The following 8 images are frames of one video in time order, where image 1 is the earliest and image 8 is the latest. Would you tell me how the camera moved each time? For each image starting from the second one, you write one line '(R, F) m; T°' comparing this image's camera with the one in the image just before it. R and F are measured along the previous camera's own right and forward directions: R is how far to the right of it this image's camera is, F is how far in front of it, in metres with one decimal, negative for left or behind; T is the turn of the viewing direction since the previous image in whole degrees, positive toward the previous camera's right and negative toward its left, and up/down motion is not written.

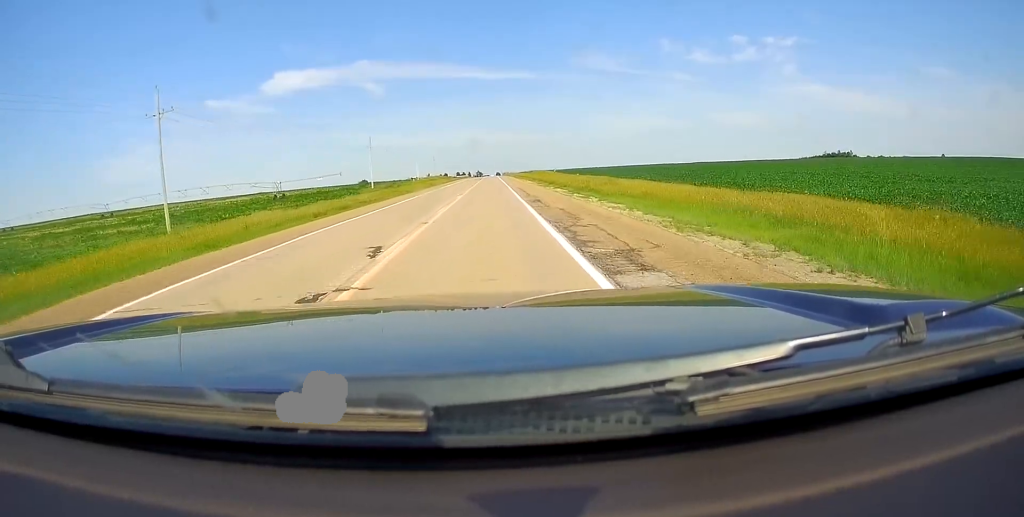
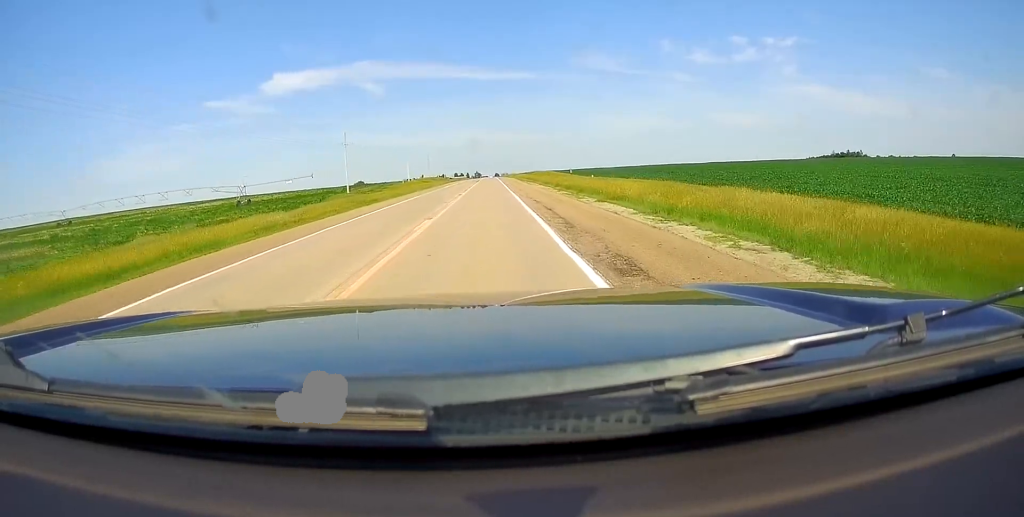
(0.0, +18.5) m; 0°
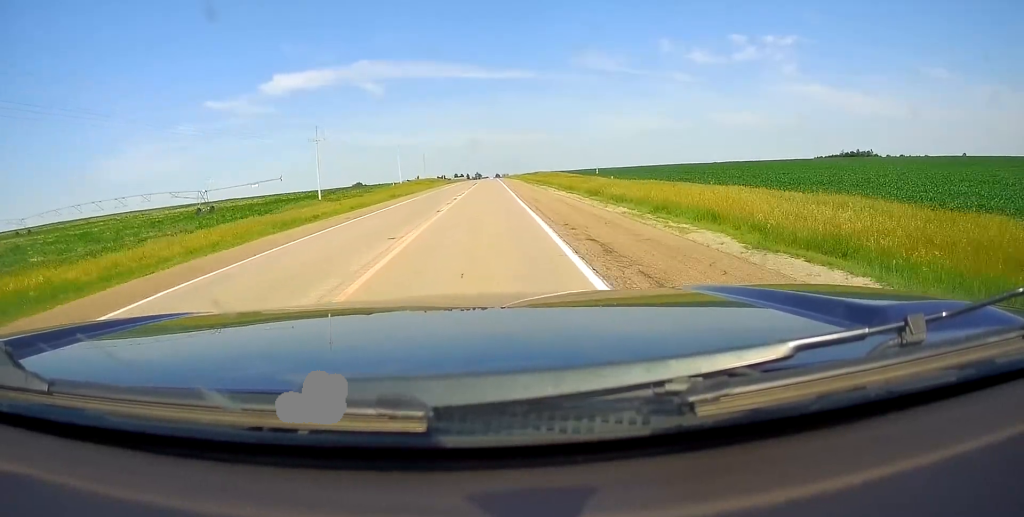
(0.0, +16.0) m; 0°
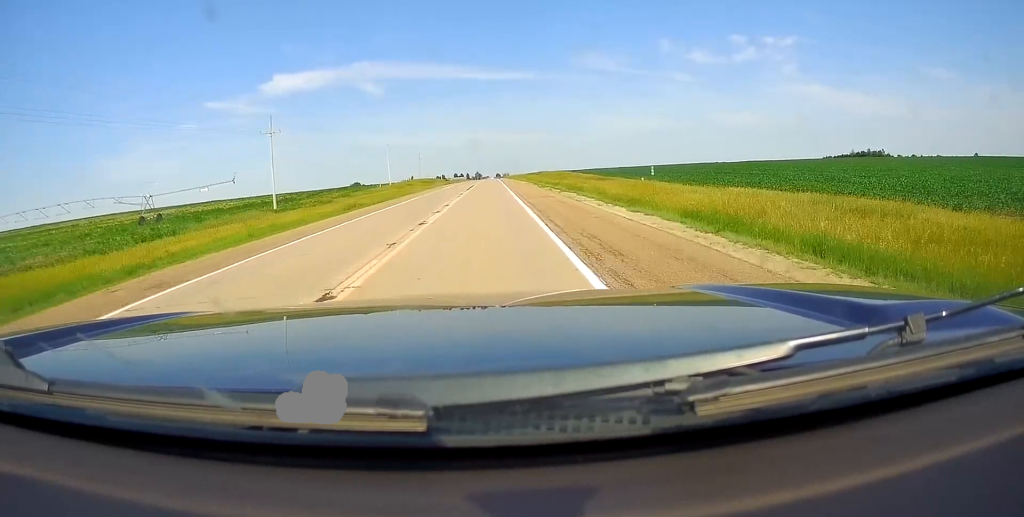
(0.0, +17.0) m; 0°
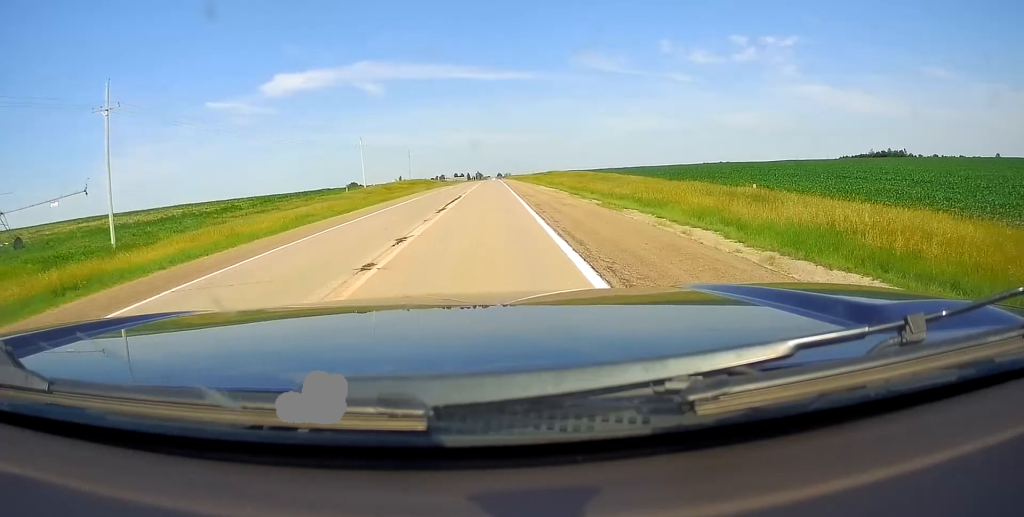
(0.0, +29.3) m; 0°
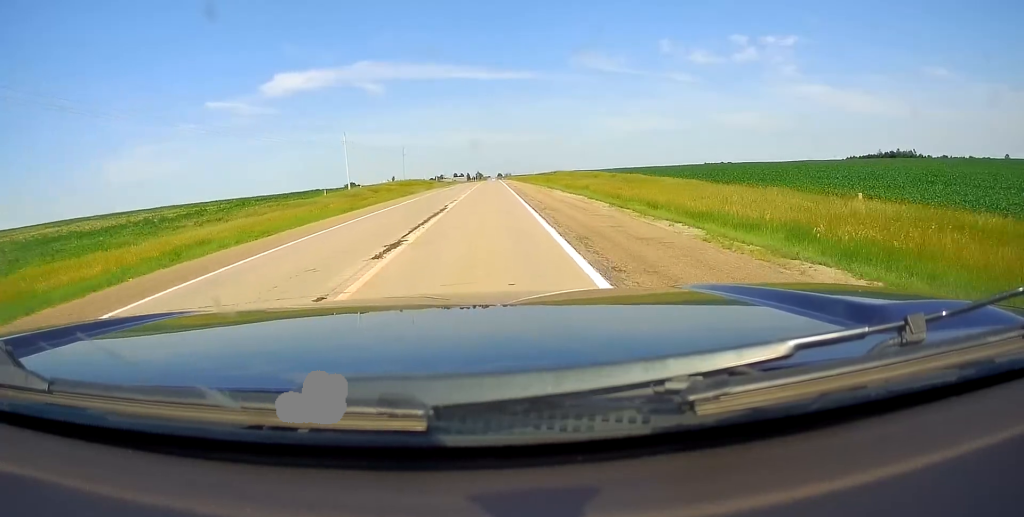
(0.0, +12.3) m; 0°
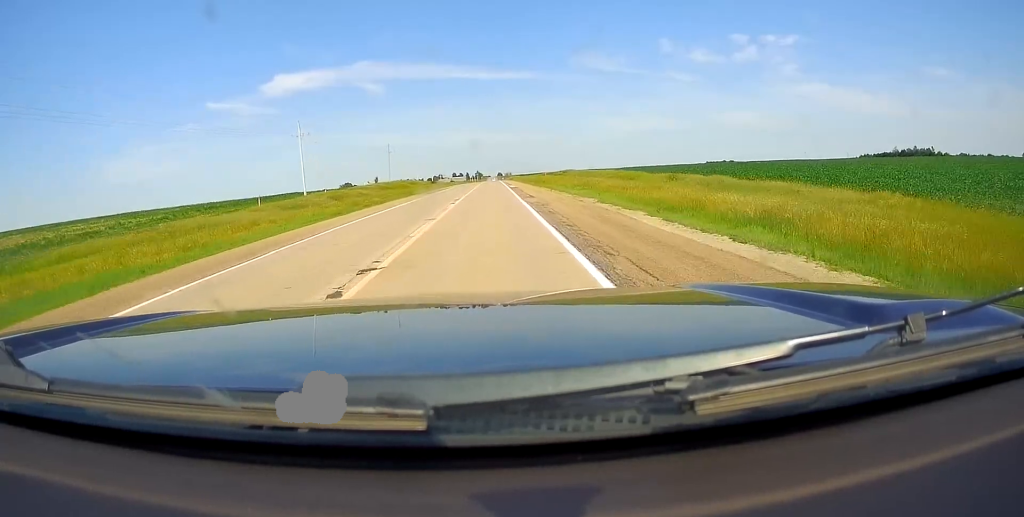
(0.0, +23.7) m; 0°
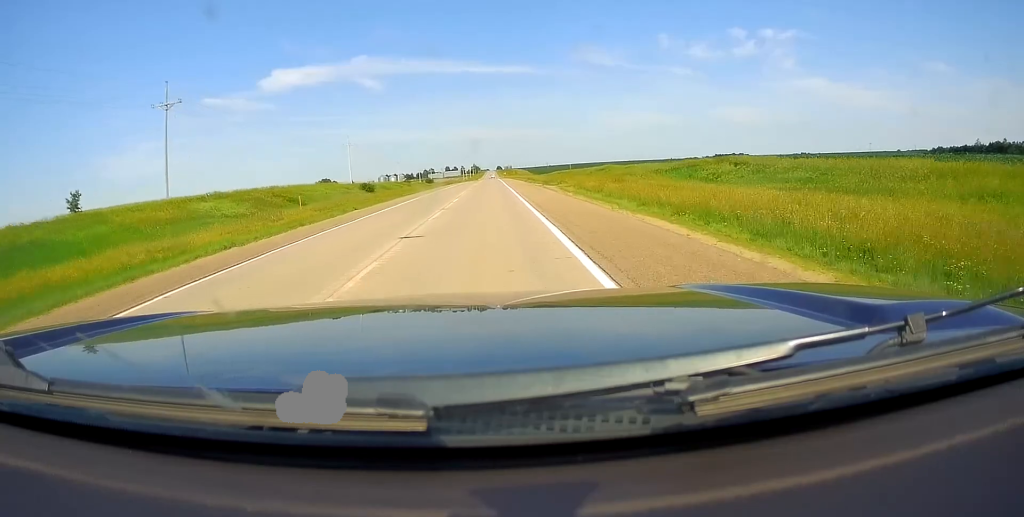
(-1.1, +104.6) m; -1°
